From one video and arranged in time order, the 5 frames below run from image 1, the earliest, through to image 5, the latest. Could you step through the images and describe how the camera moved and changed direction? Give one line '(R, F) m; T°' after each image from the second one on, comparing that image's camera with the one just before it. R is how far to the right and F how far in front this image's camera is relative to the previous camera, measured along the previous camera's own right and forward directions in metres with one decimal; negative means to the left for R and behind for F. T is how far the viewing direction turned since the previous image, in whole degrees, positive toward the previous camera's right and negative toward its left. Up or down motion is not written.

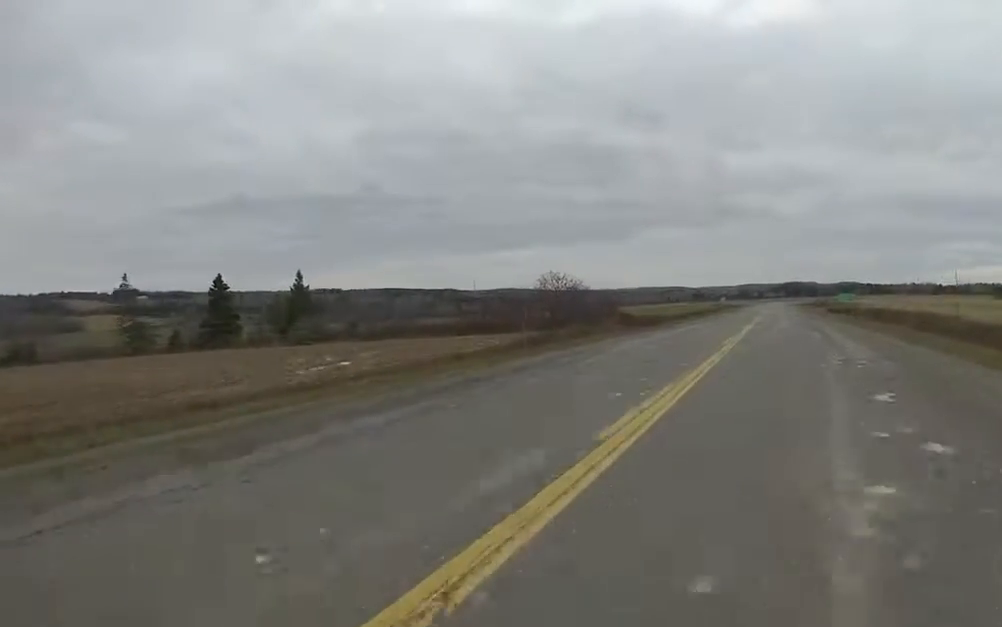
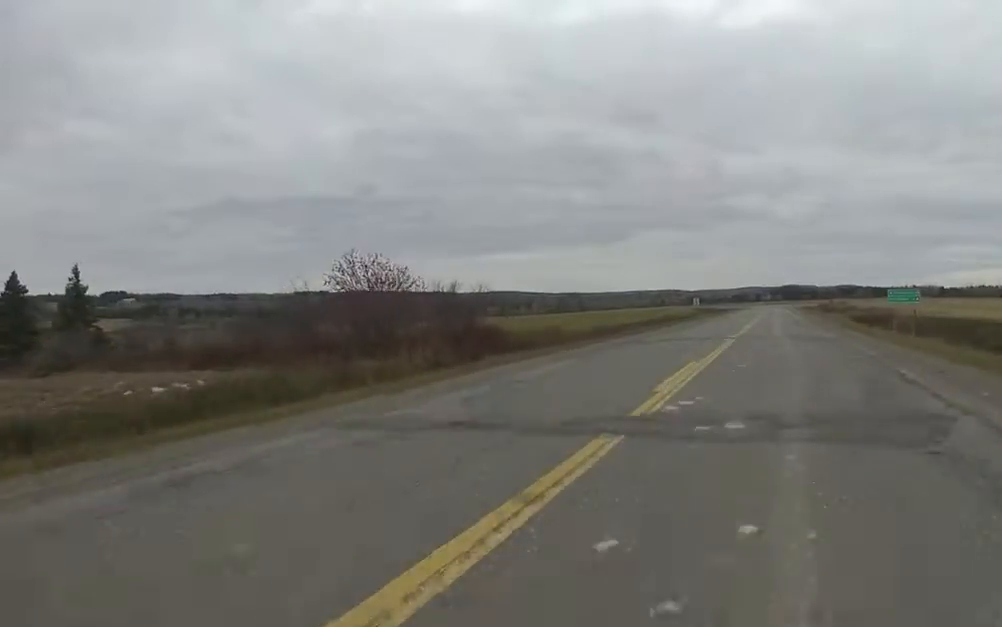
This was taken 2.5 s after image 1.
(+0.4, +24.0) m; 0°
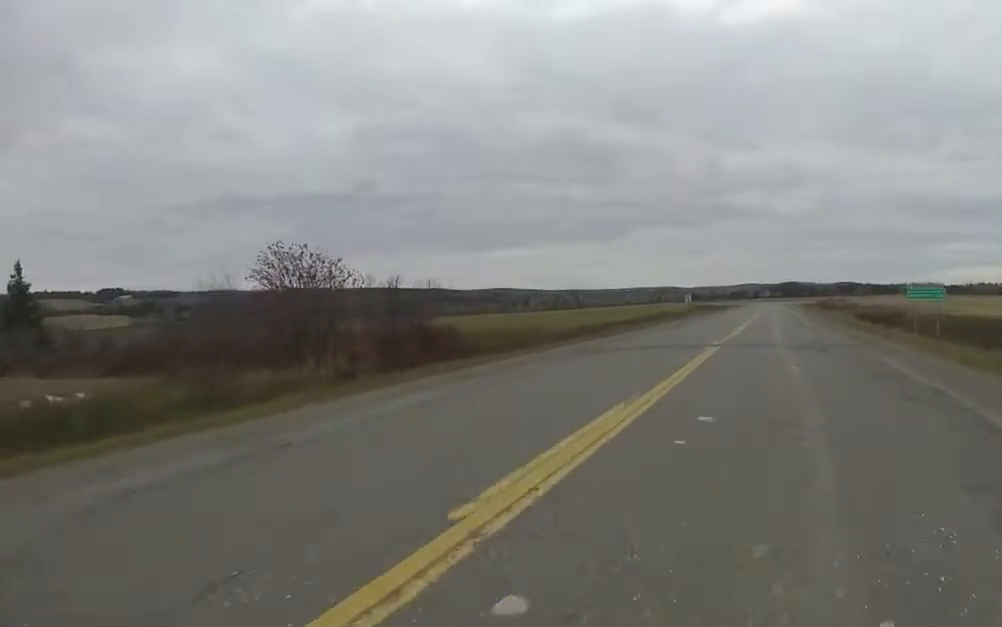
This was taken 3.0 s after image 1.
(+0.1, +4.4) m; 0°
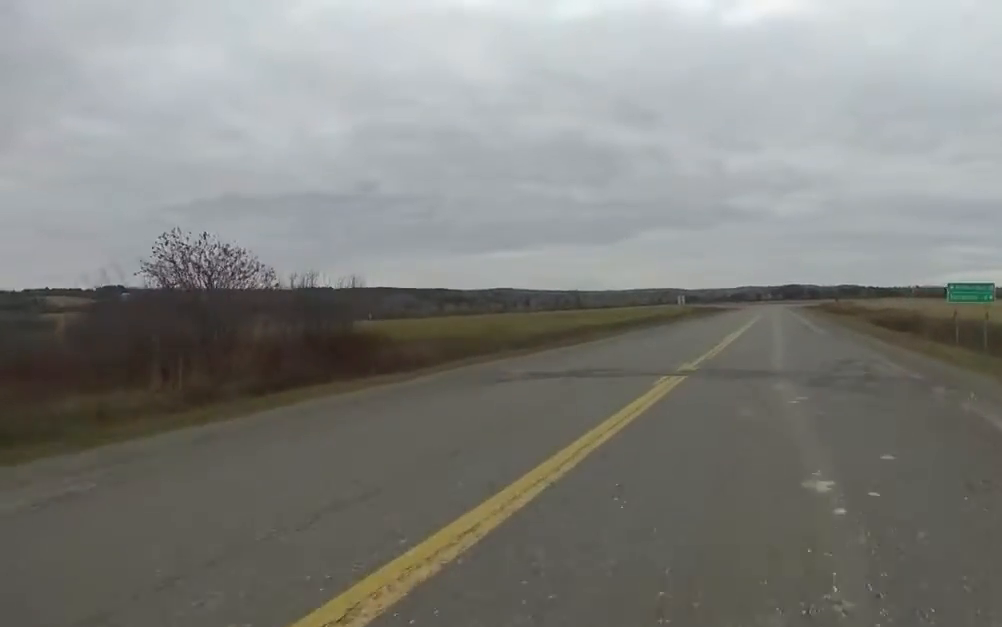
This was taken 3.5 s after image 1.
(-0.3, +5.0) m; 0°
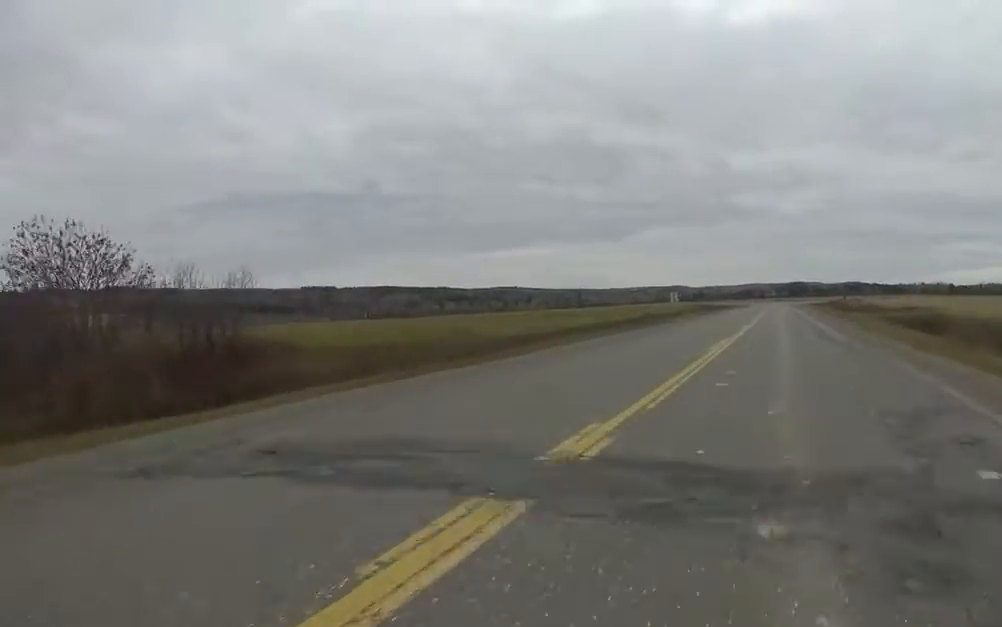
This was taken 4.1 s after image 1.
(-0.1, +5.0) m; 0°
